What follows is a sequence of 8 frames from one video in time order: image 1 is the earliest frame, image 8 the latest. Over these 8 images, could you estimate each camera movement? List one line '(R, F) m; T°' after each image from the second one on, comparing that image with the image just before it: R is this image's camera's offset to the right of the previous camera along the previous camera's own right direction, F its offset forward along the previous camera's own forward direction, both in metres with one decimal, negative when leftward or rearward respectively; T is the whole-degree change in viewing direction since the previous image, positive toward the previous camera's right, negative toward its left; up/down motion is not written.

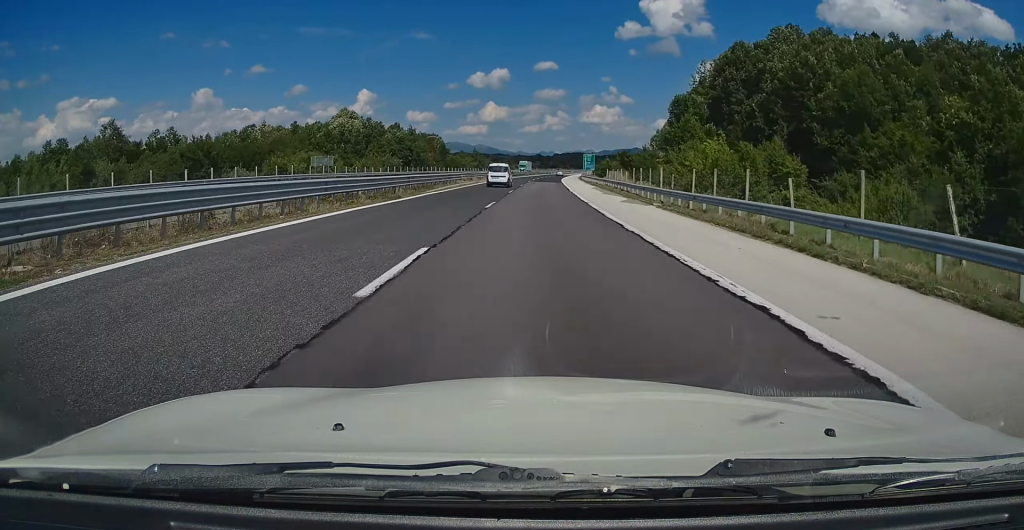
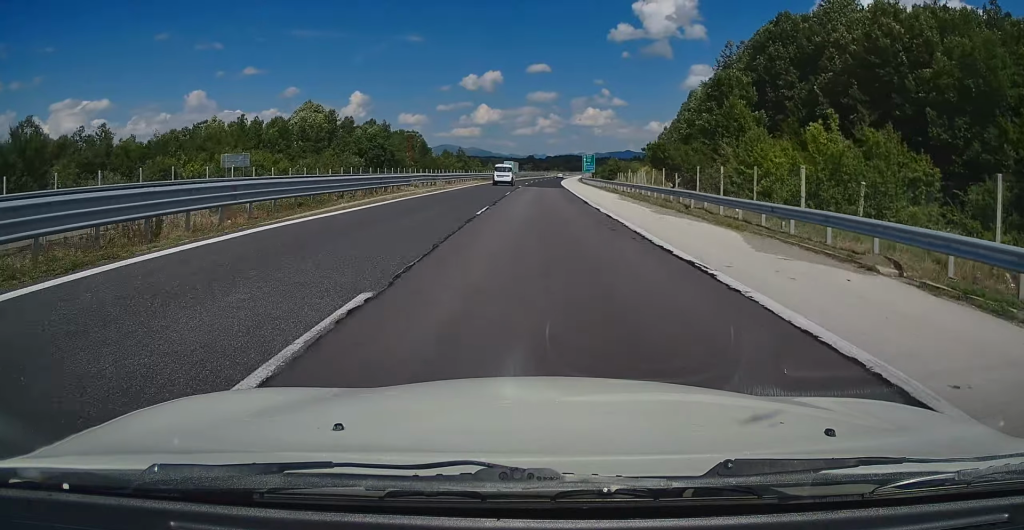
(+0.2, +19.9) m; +1°
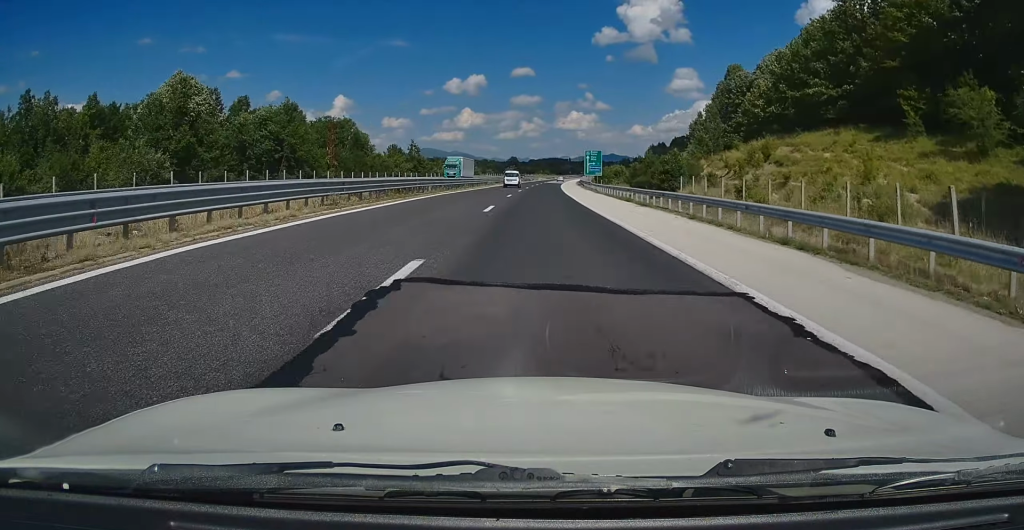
(+0.4, +45.7) m; +1°
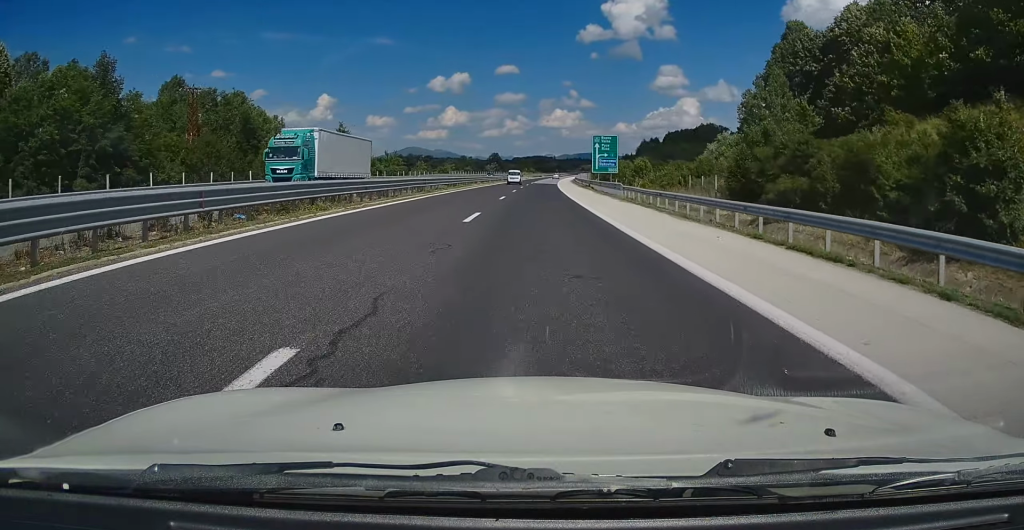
(+0.7, +36.5) m; +2°
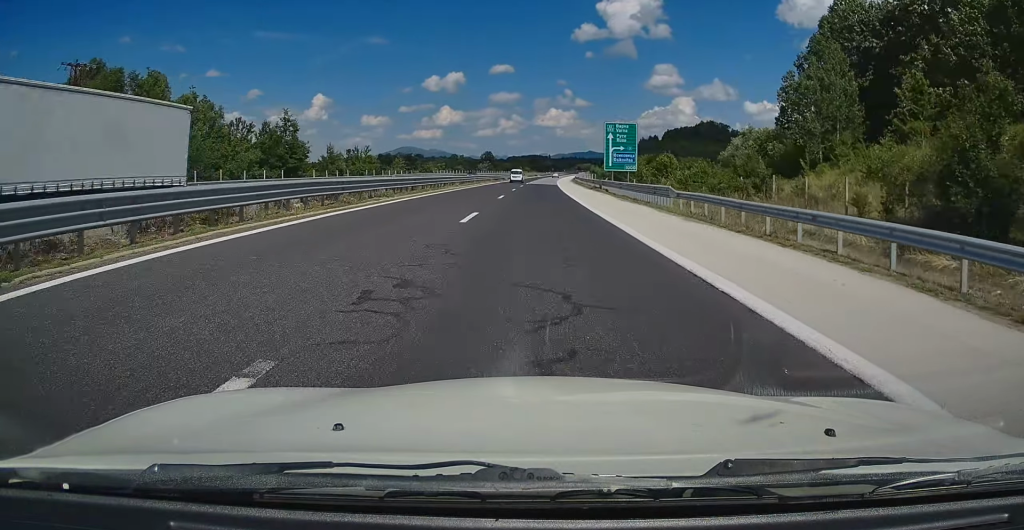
(+0.3, +16.7) m; 0°
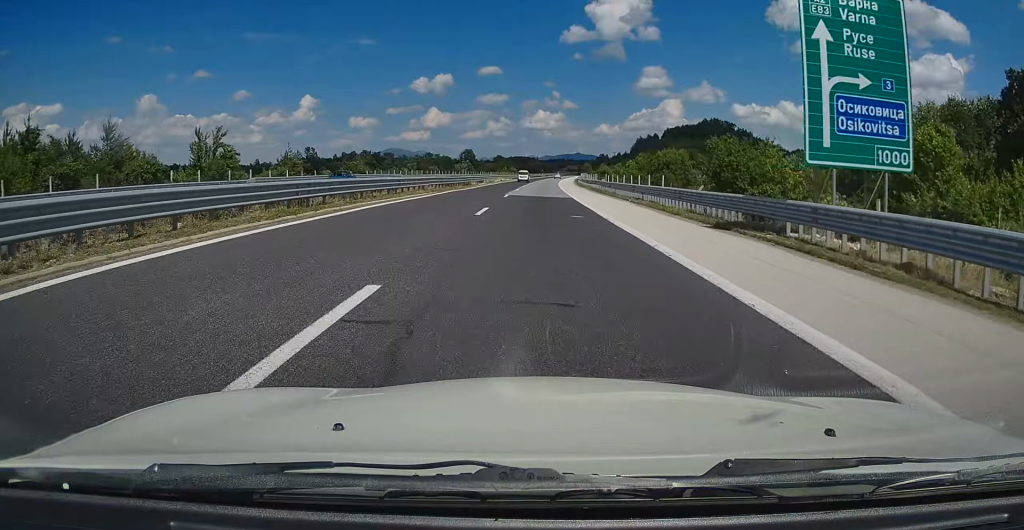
(+0.1, +45.0) m; +1°
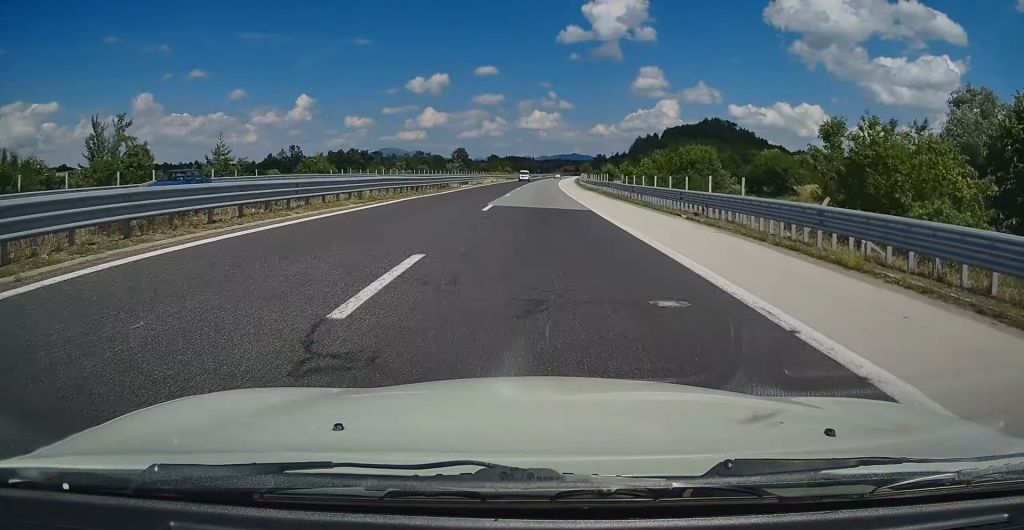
(+0.4, +13.6) m; 0°
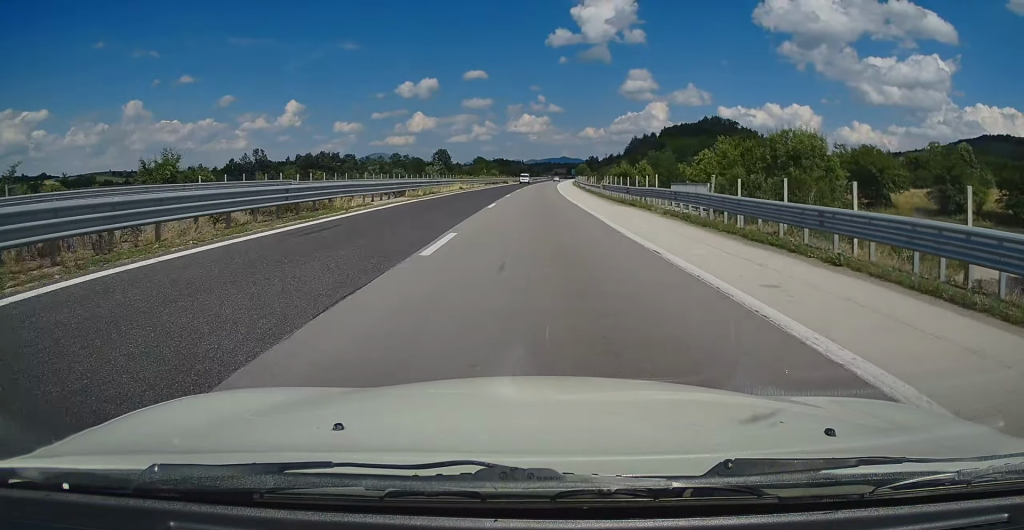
(-0.2, +27.2) m; +1°
